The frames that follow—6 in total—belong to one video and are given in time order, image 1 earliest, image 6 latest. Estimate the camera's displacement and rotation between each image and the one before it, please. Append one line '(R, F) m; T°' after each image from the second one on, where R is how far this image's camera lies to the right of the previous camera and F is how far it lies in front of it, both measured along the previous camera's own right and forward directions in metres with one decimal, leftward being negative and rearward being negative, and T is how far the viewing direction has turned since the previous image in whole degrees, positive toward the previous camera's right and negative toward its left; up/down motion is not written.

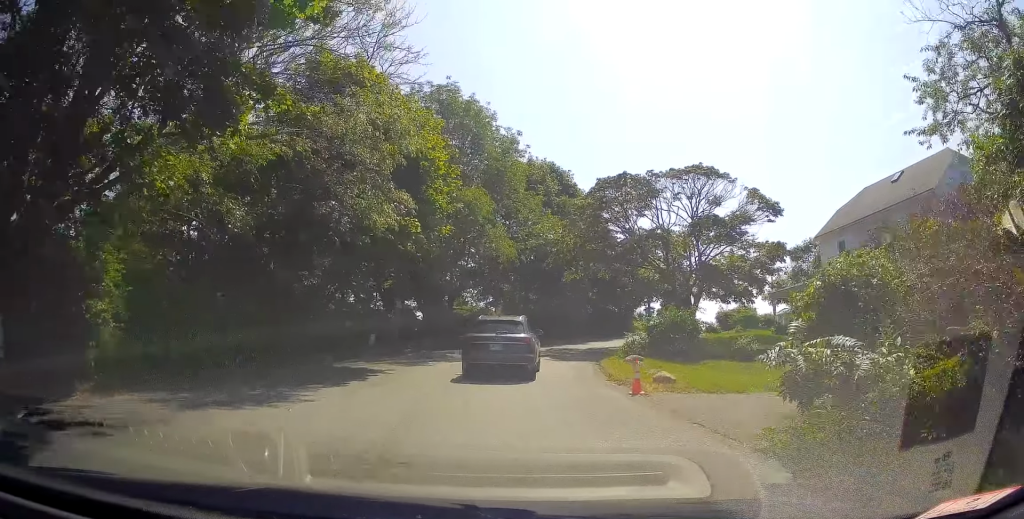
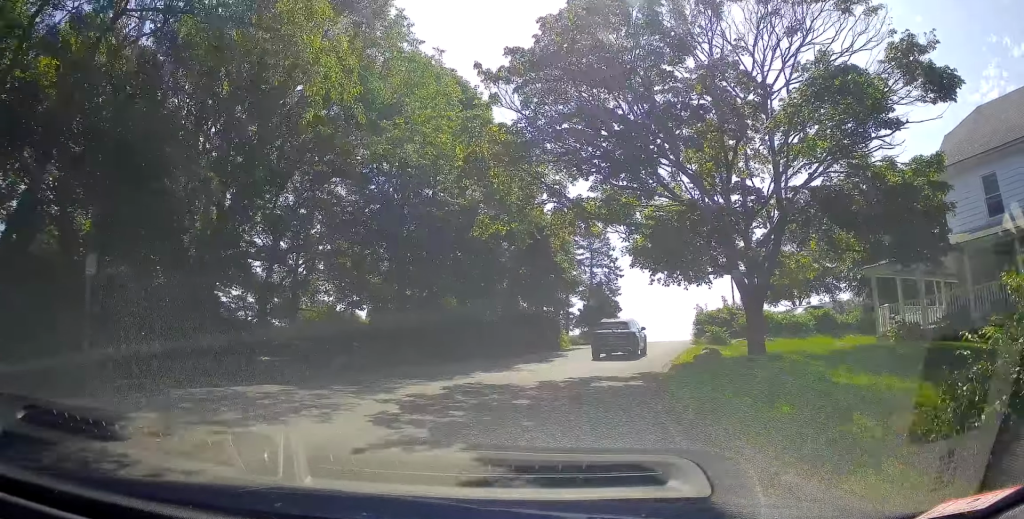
(+0.4, +15.1) m; +11°
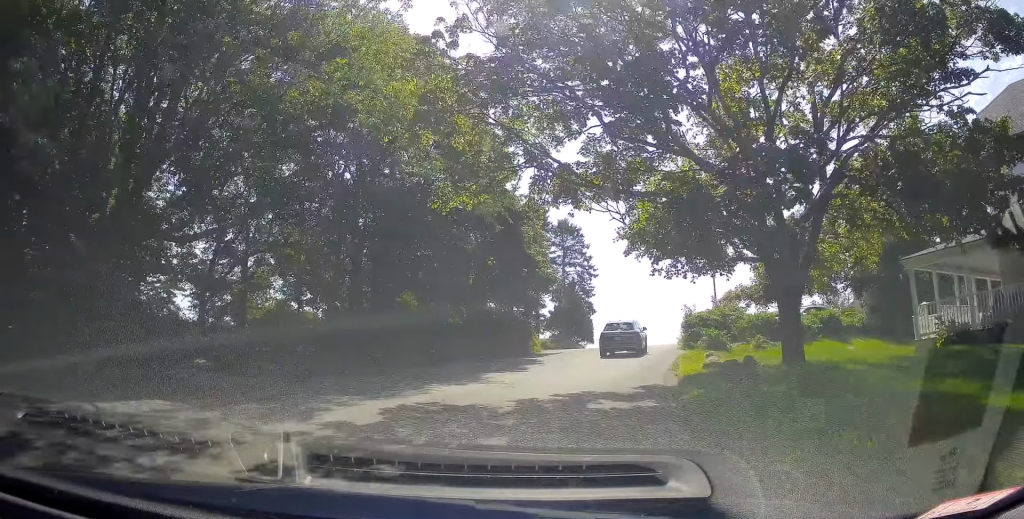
(+0.3, +3.0) m; +4°
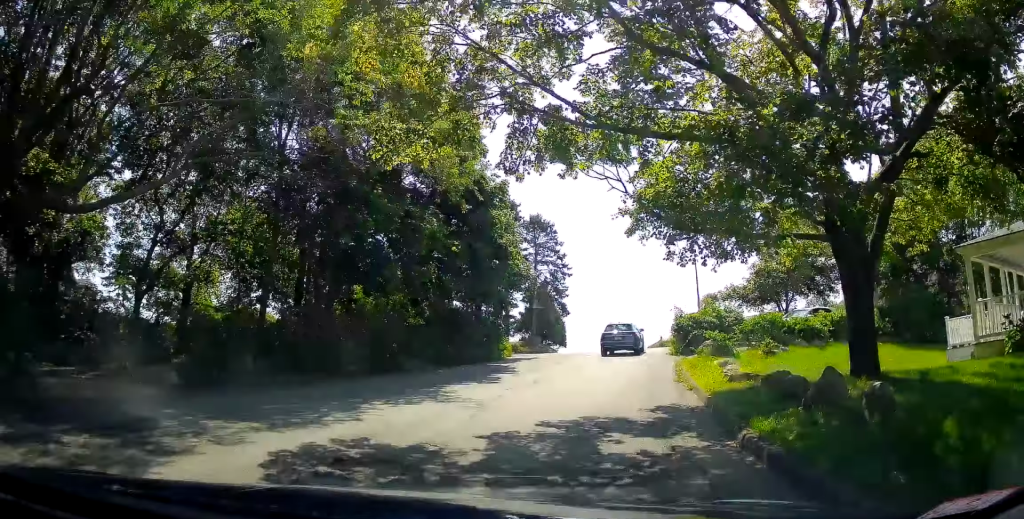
(0.0, +3.0) m; -2°
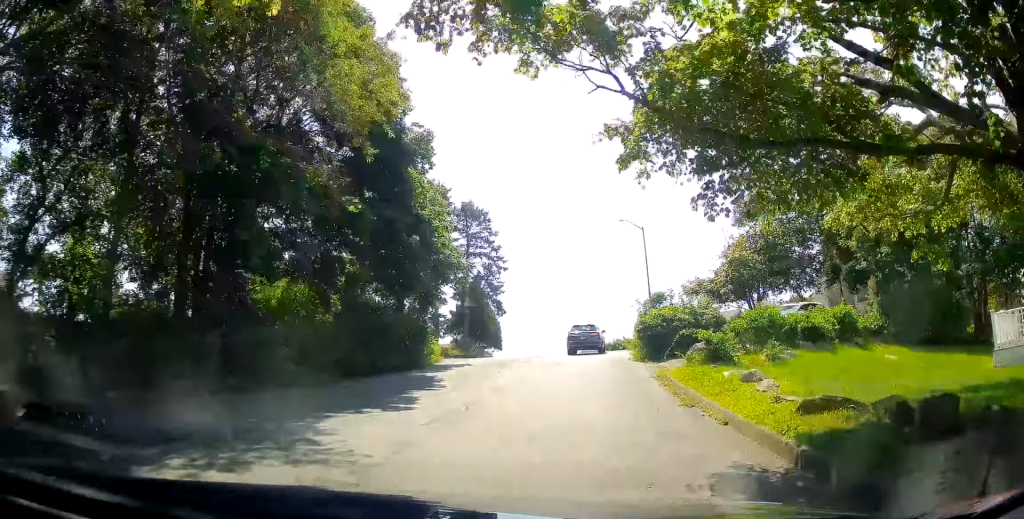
(-0.1, +4.8) m; +5°
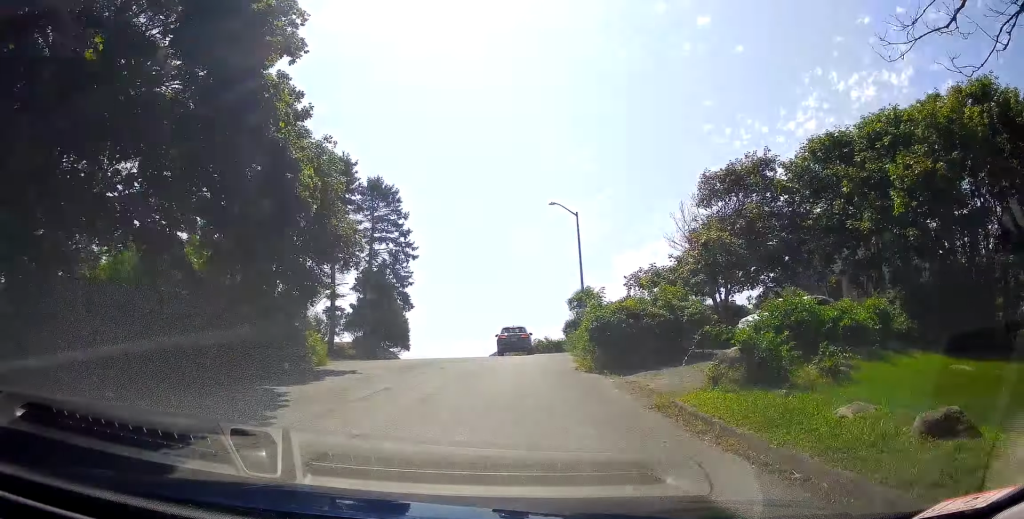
(+0.8, +6.1) m; +9°
